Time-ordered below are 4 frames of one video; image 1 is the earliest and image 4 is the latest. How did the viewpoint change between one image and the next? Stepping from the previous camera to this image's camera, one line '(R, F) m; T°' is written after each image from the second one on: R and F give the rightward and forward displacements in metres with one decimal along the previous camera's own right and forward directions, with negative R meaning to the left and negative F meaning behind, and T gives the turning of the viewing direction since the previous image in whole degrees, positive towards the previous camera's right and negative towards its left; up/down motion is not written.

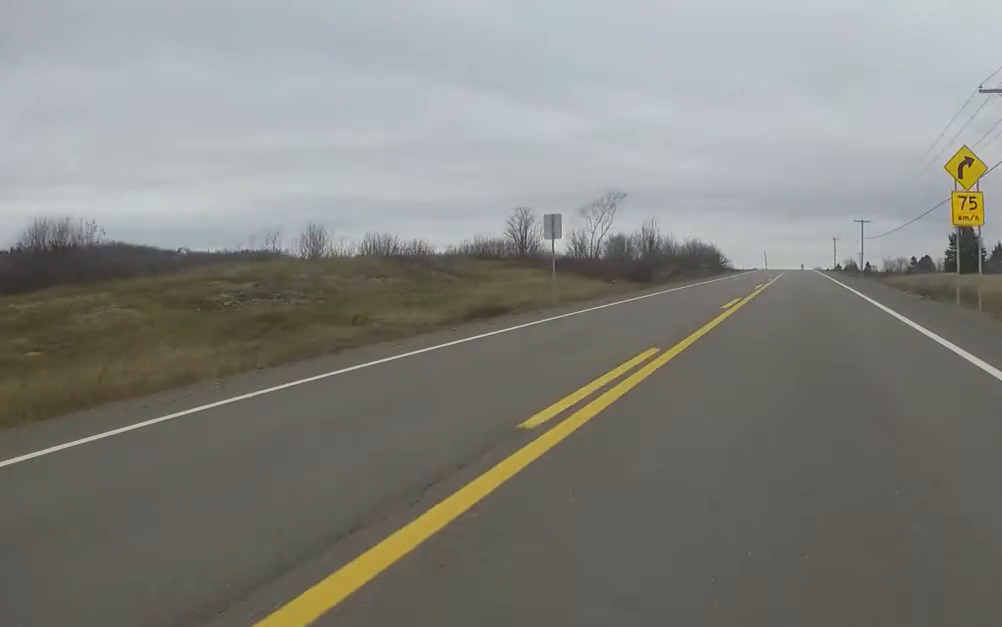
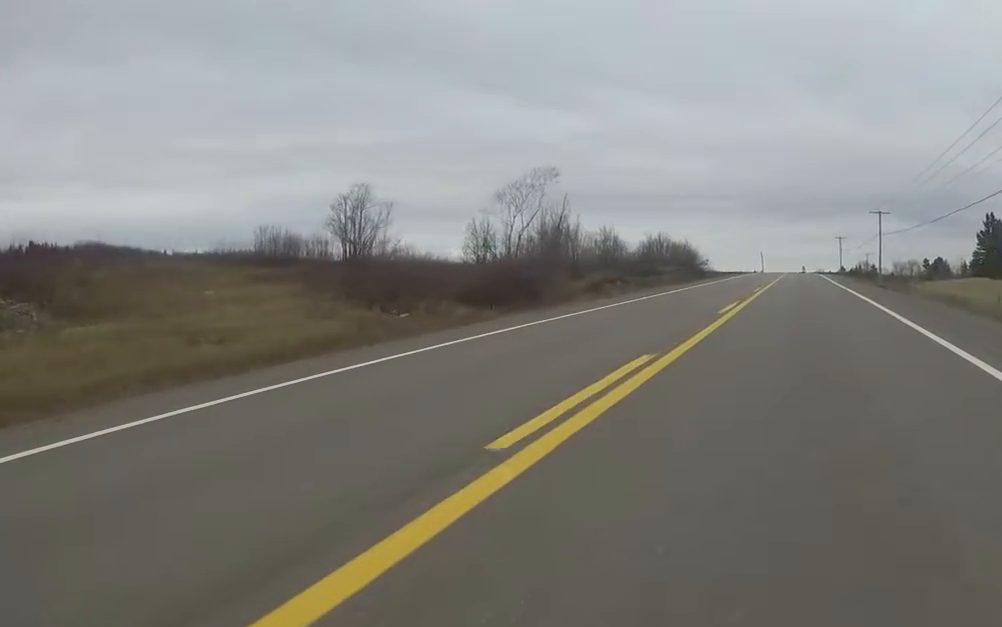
(-0.8, +18.6) m; 0°
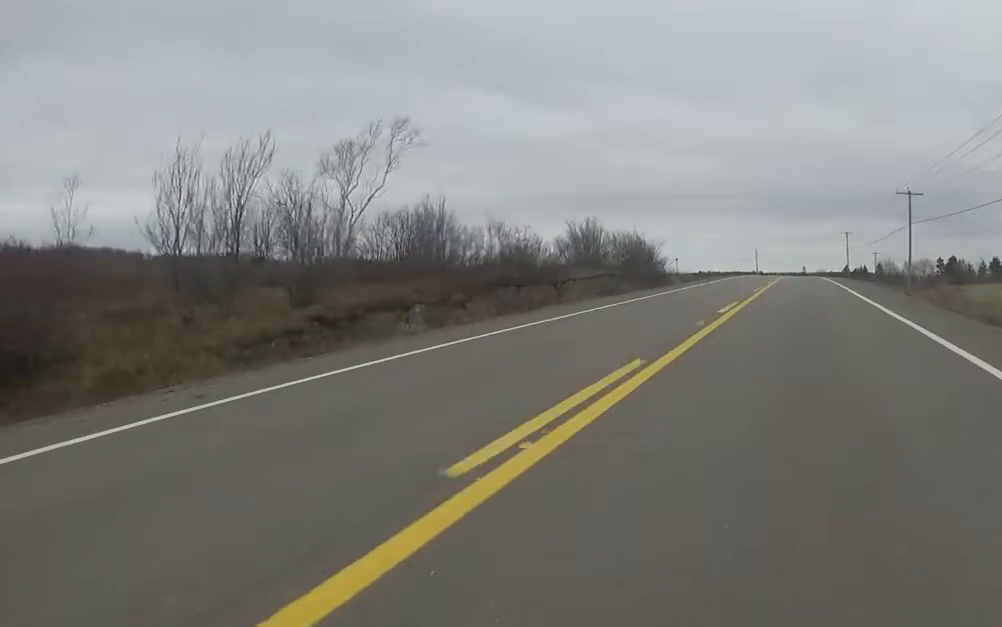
(-0.1, +19.1) m; -4°
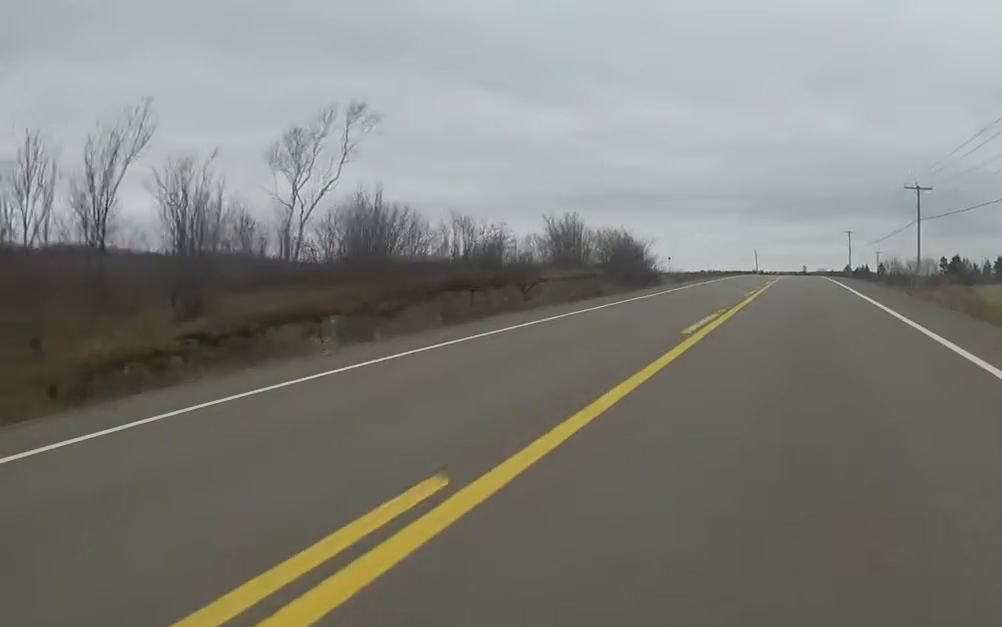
(0.0, +3.4) m; +1°
